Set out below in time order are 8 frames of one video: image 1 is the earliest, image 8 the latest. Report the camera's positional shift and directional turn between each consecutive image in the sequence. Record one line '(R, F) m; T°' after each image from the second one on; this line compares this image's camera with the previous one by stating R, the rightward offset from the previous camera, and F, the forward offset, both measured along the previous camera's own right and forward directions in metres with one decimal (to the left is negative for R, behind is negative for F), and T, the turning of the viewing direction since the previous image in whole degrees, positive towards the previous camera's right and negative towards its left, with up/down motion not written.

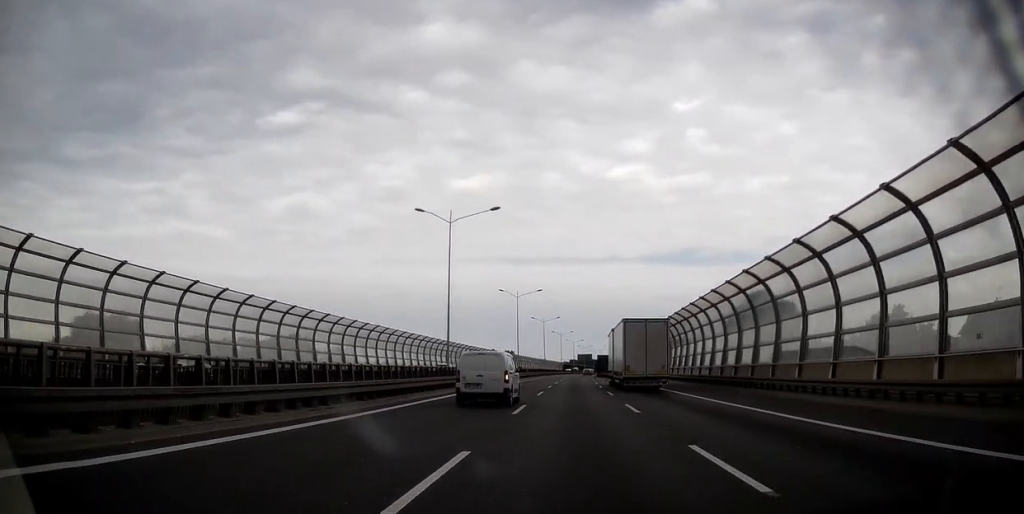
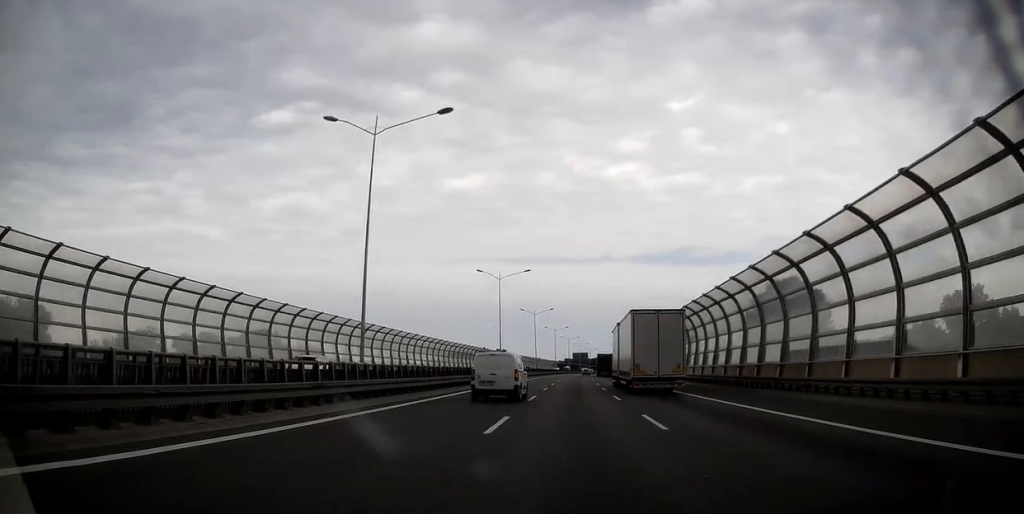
(0.0, +17.5) m; 0°
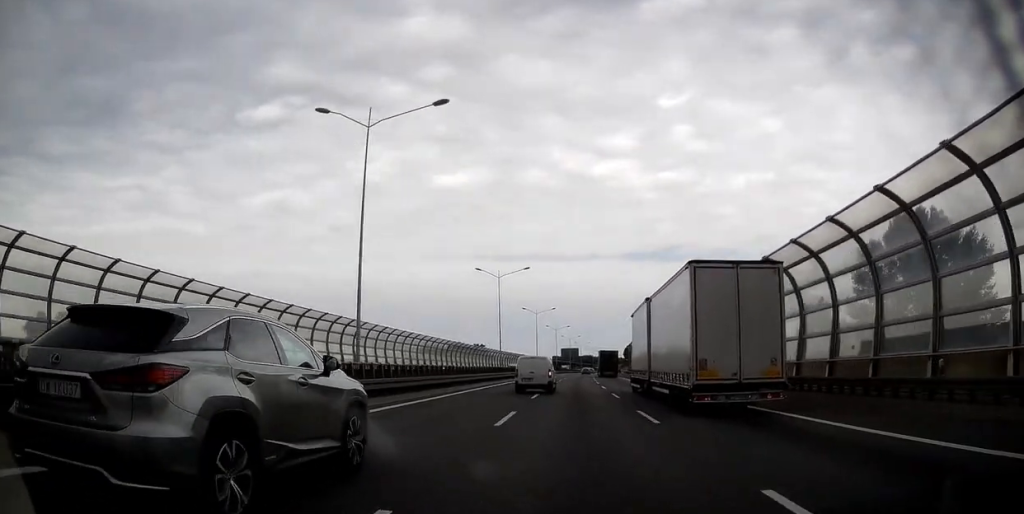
(+0.5, +46.6) m; +1°
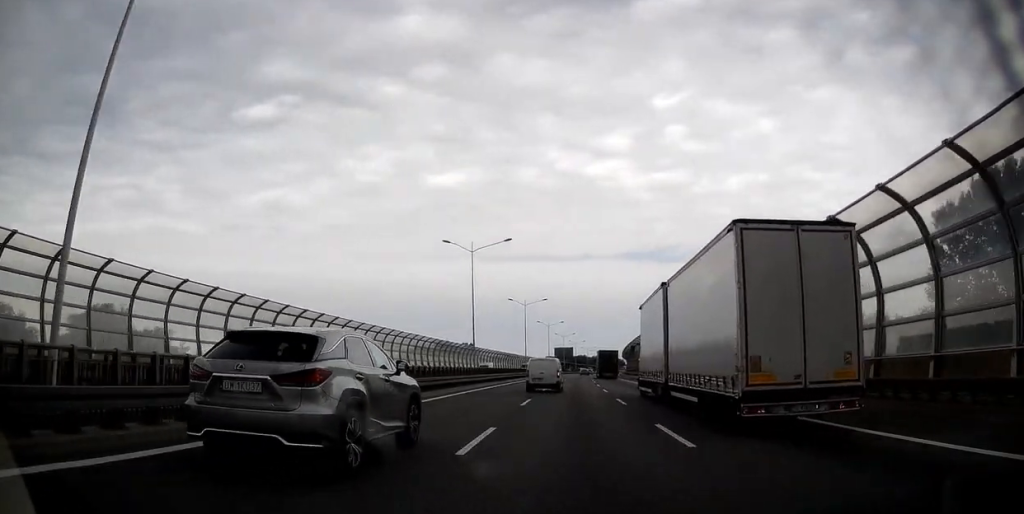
(+0.1, +16.3) m; +1°
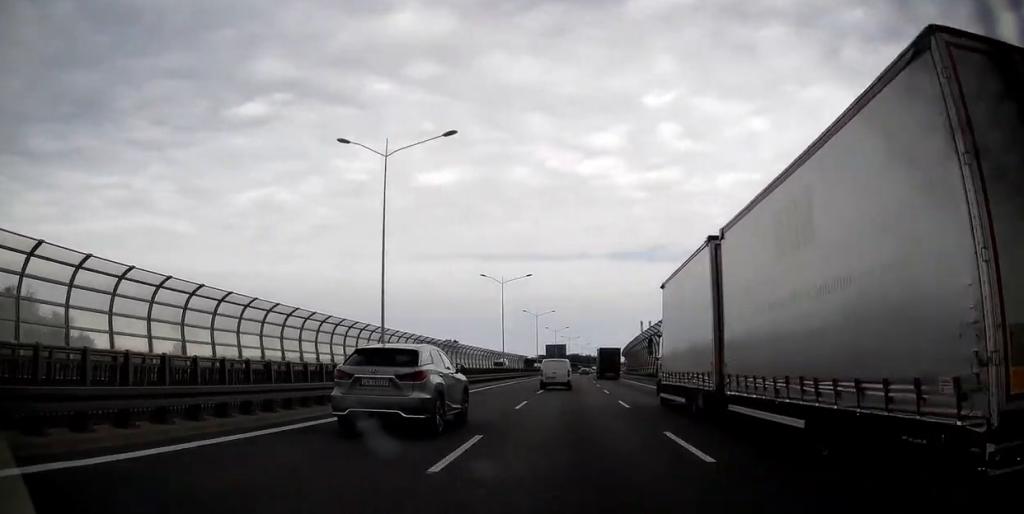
(+0.1, +25.6) m; 0°
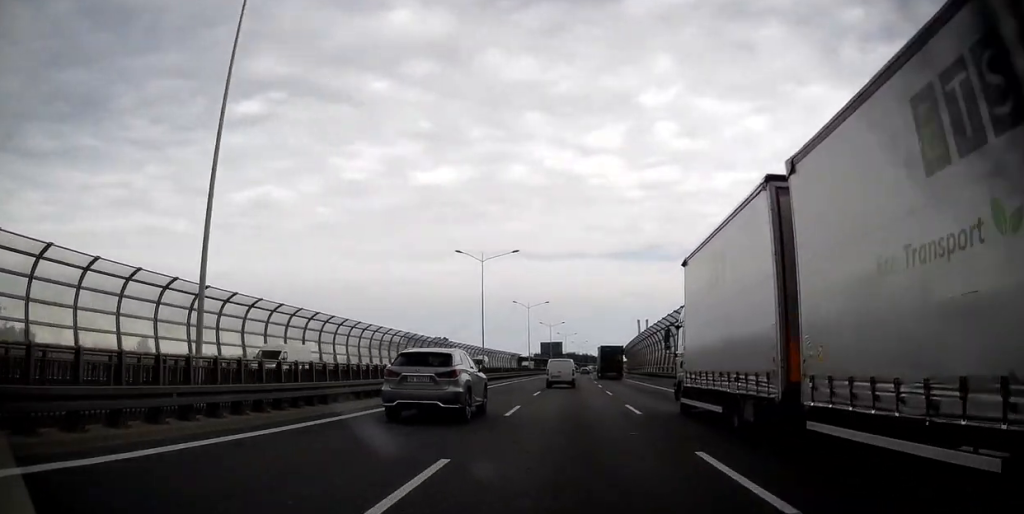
(0.0, +15.1) m; 0°
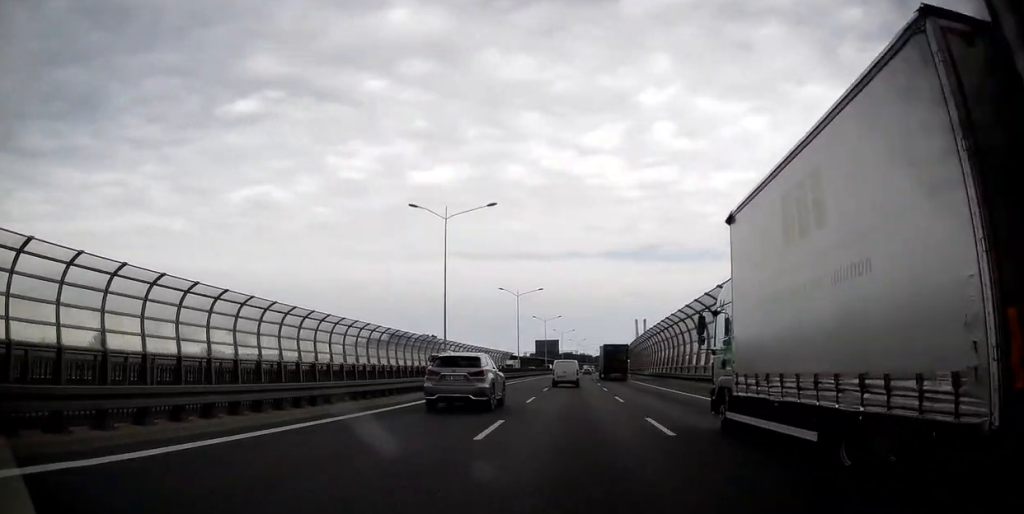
(+0.1, +17.5) m; 0°
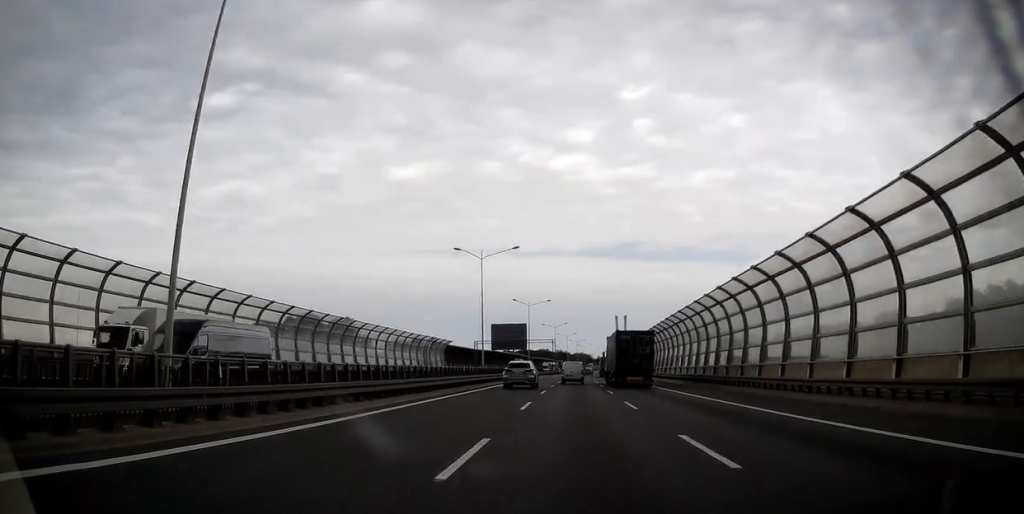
(+1.4, +75.9) m; +2°
